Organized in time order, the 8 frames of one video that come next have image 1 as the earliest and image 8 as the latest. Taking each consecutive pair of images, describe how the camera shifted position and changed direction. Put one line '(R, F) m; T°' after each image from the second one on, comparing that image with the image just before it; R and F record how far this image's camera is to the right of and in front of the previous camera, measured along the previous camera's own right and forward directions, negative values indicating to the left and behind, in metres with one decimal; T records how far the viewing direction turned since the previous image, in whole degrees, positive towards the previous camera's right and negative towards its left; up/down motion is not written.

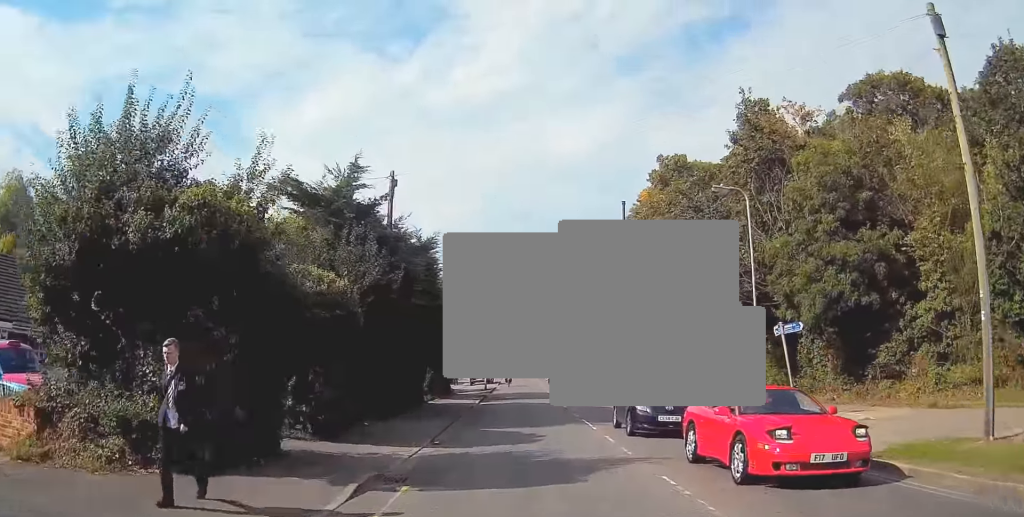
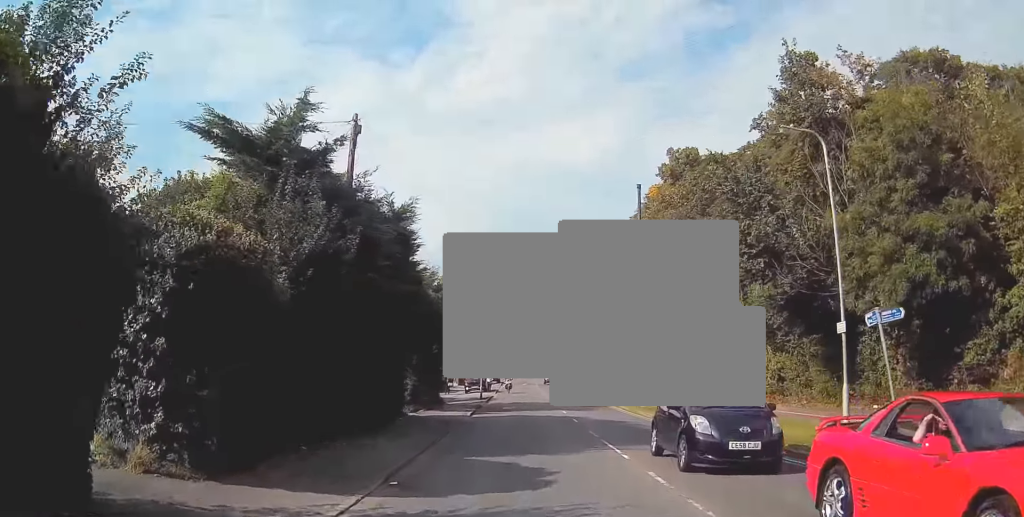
(-0.2, +5.6) m; 0°
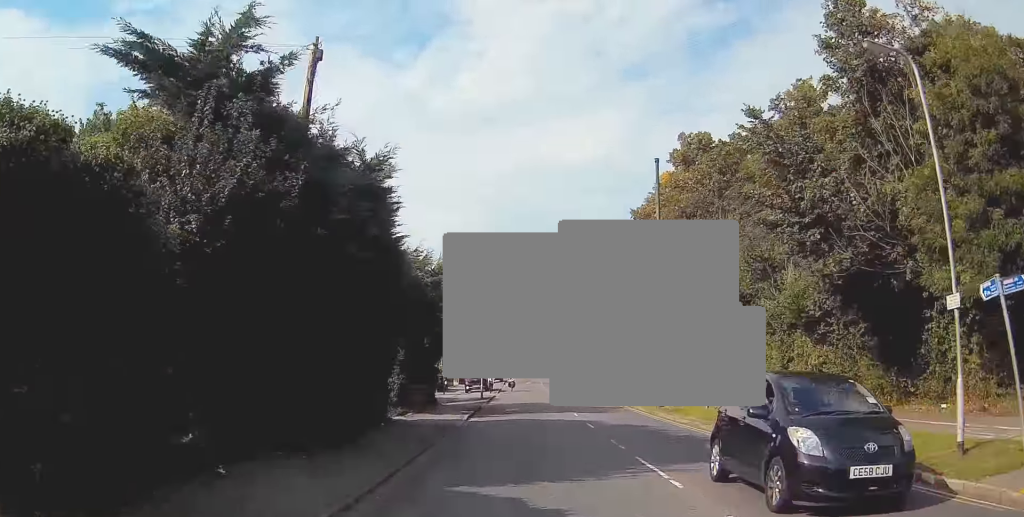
(-0.2, +4.1) m; +2°
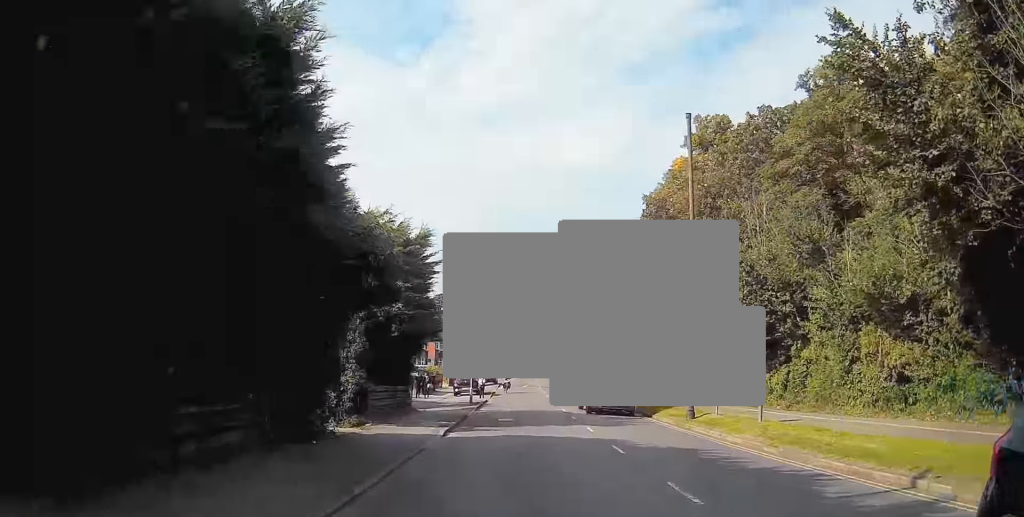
(+0.5, +6.9) m; +6°
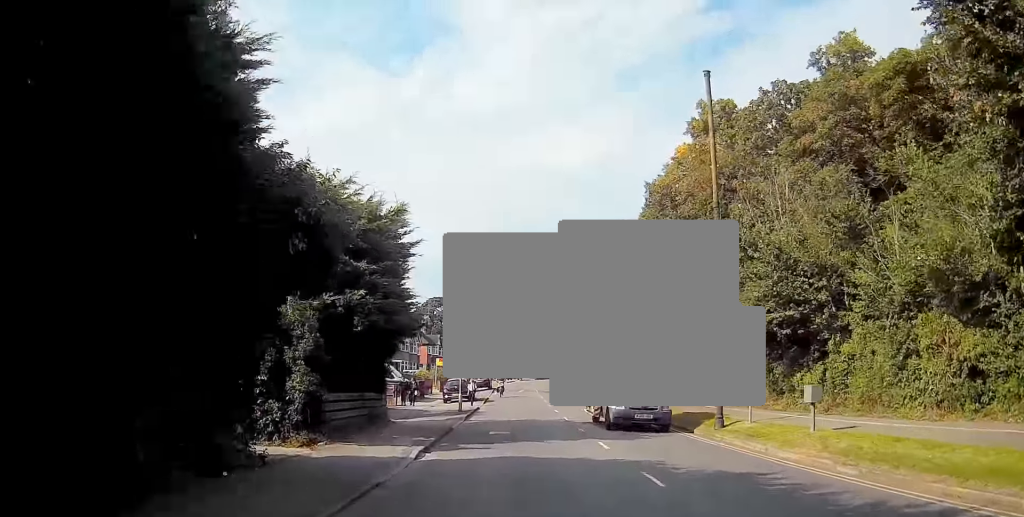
(+0.1, +4.5) m; +1°
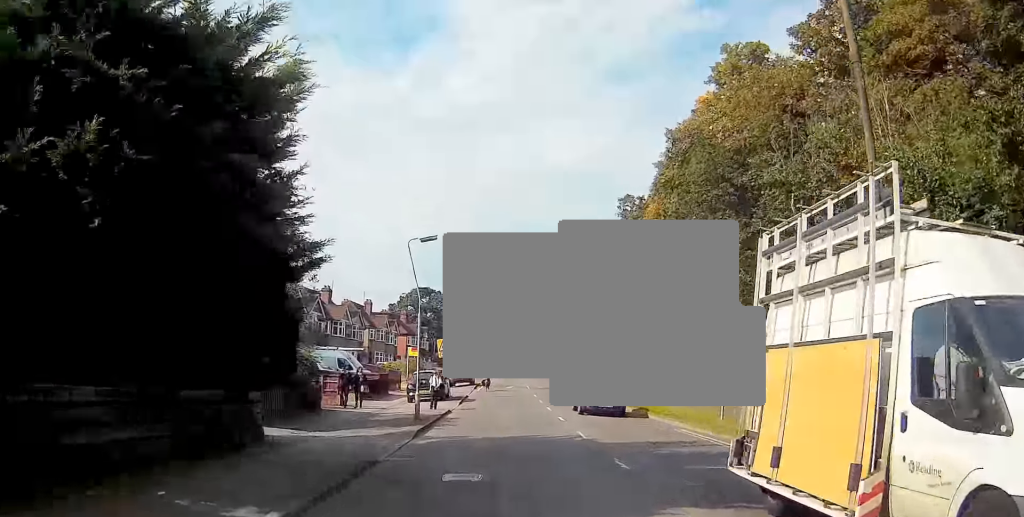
(+0.2, +11.5) m; +2°
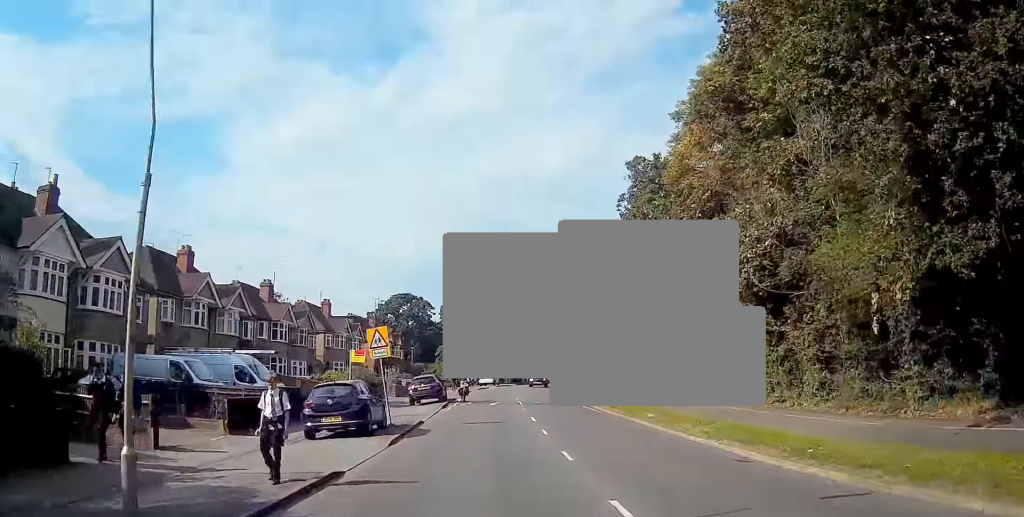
(+0.1, +15.9) m; 0°
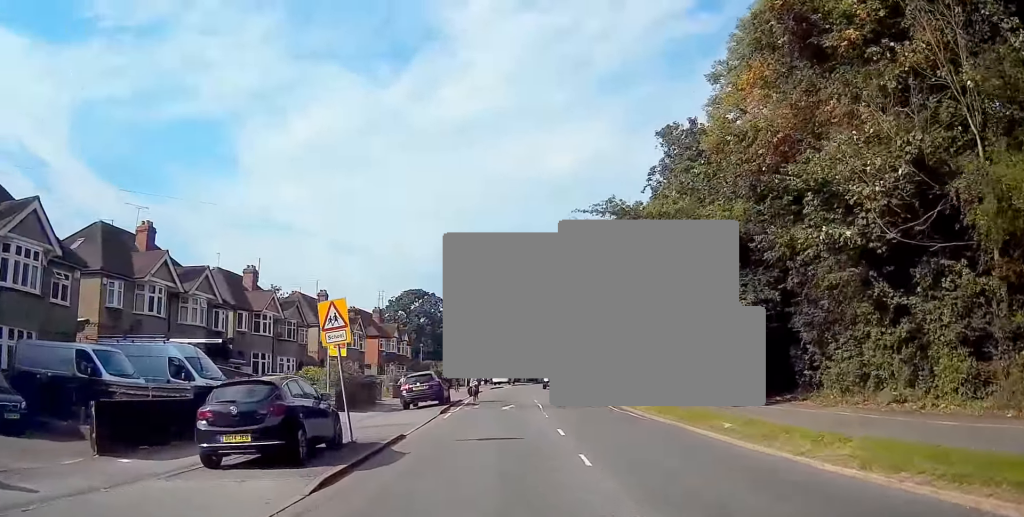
(0.0, +7.6) m; 0°
